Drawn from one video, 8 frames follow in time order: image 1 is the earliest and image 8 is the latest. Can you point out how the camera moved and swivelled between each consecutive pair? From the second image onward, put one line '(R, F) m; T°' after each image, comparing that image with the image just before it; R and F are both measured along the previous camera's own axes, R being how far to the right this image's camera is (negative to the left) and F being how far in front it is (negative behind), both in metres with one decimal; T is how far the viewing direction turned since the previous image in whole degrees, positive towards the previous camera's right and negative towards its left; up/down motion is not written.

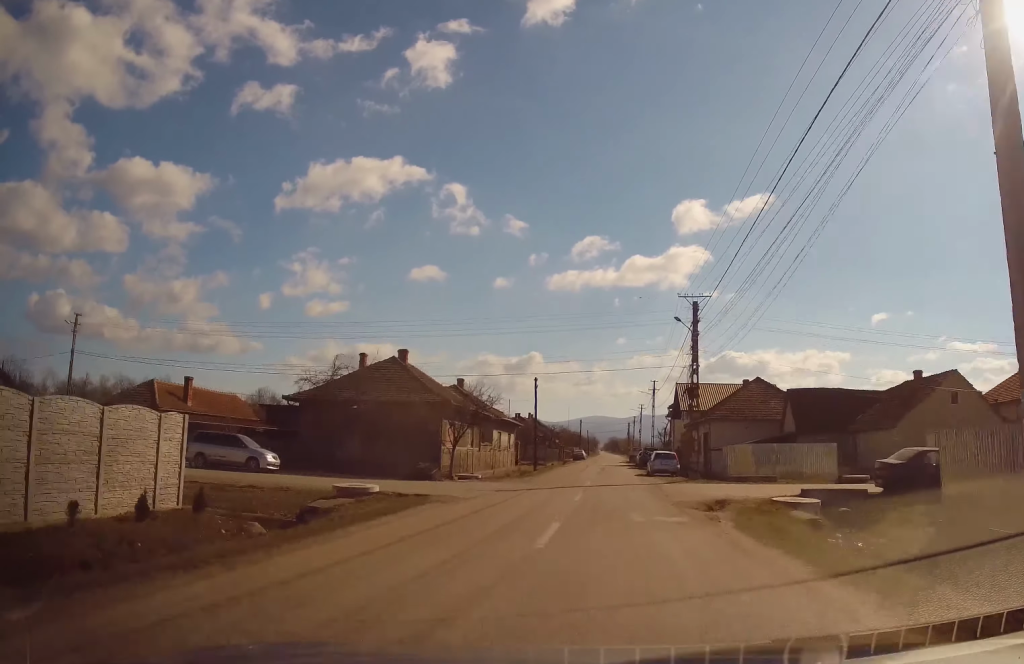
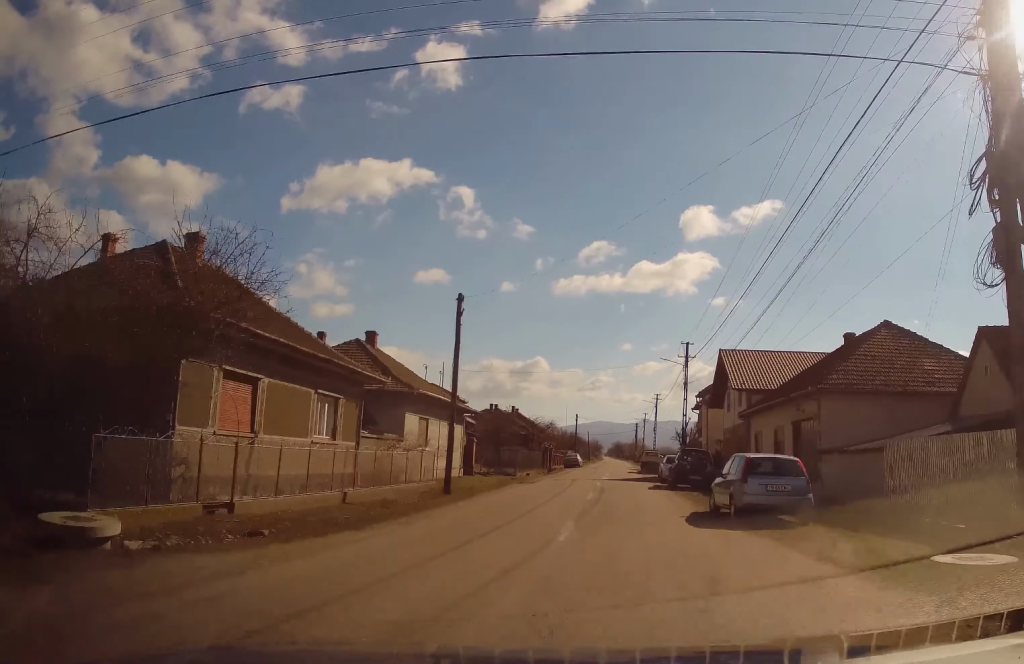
(-0.1, +25.9) m; +1°
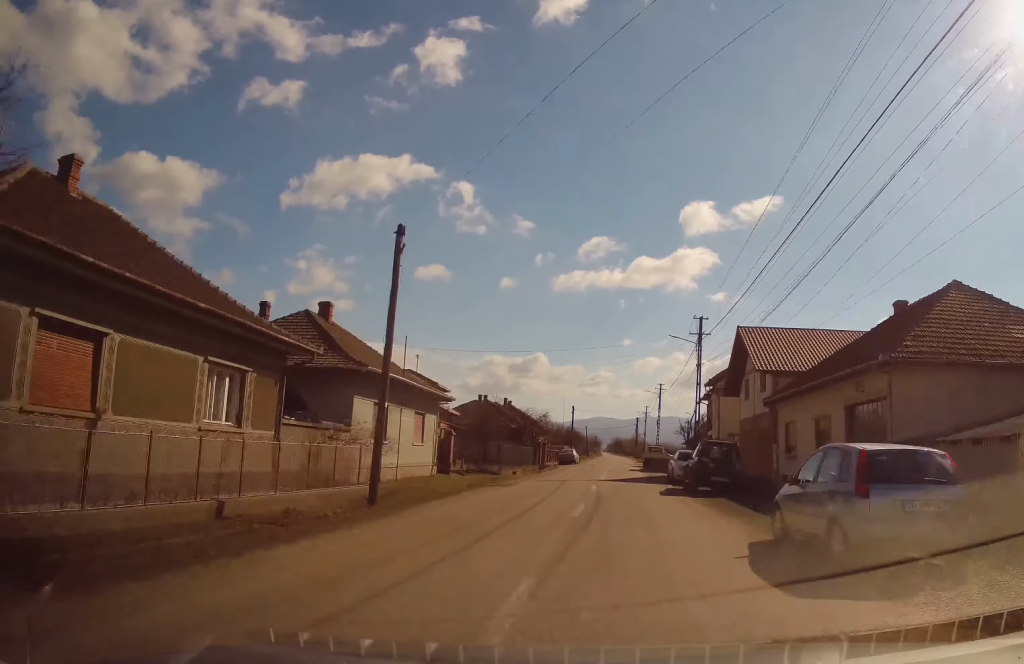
(0.0, +6.7) m; 0°
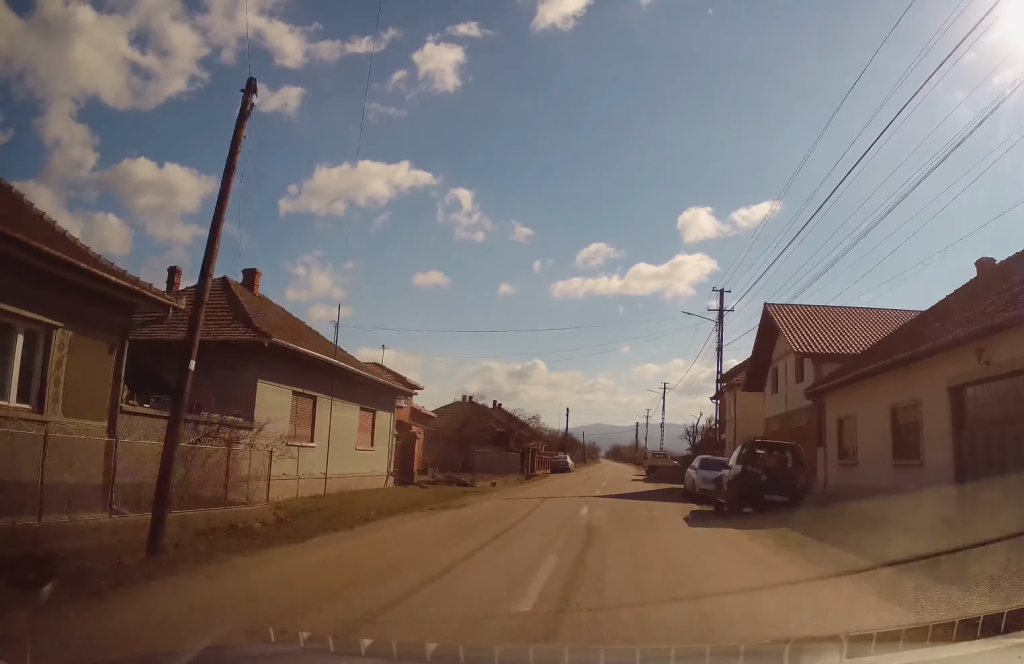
(0.0, +7.3) m; 0°
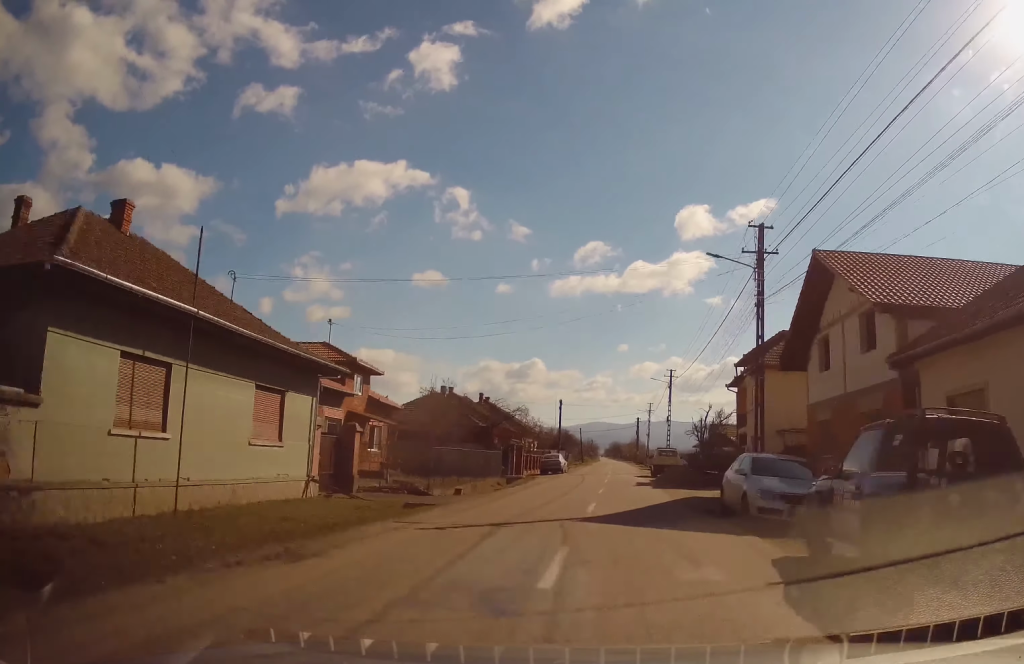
(0.0, +8.0) m; 0°
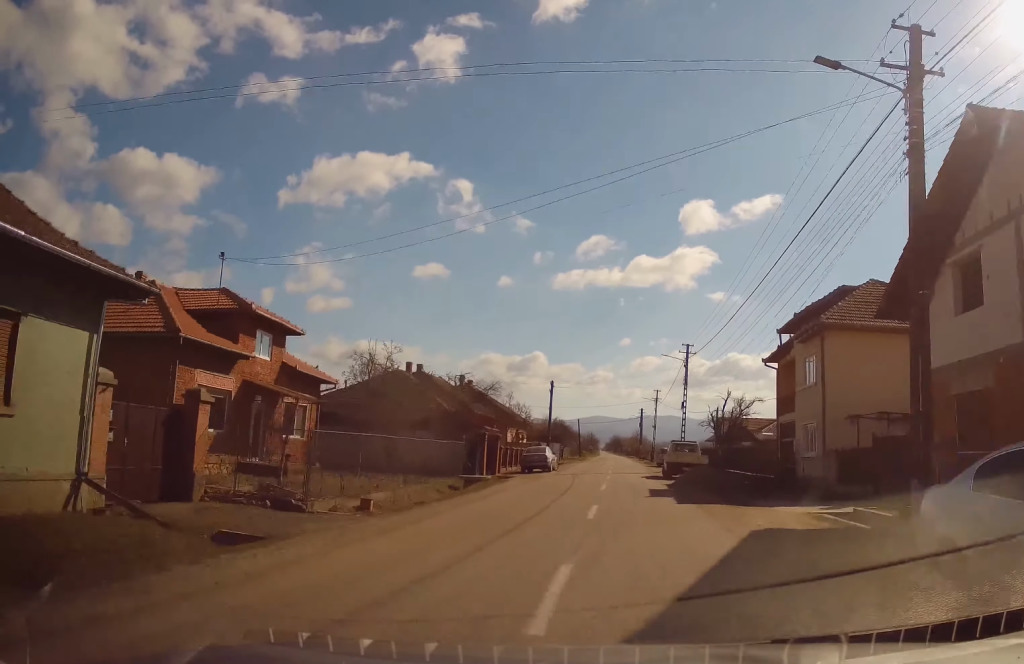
(0.0, +10.4) m; -1°
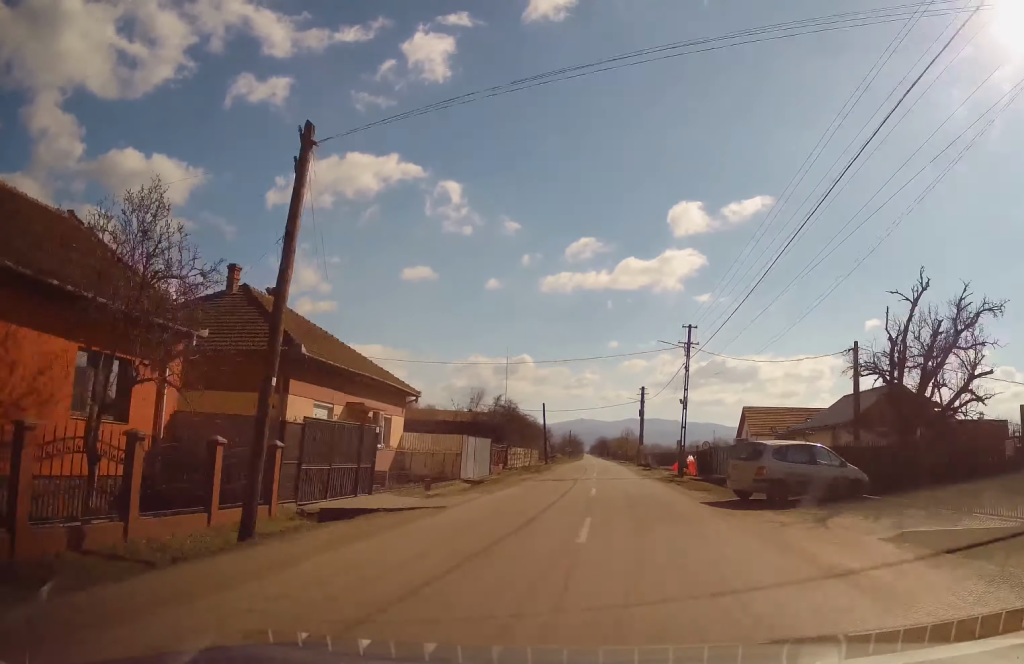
(0.0, +39.5) m; +1°
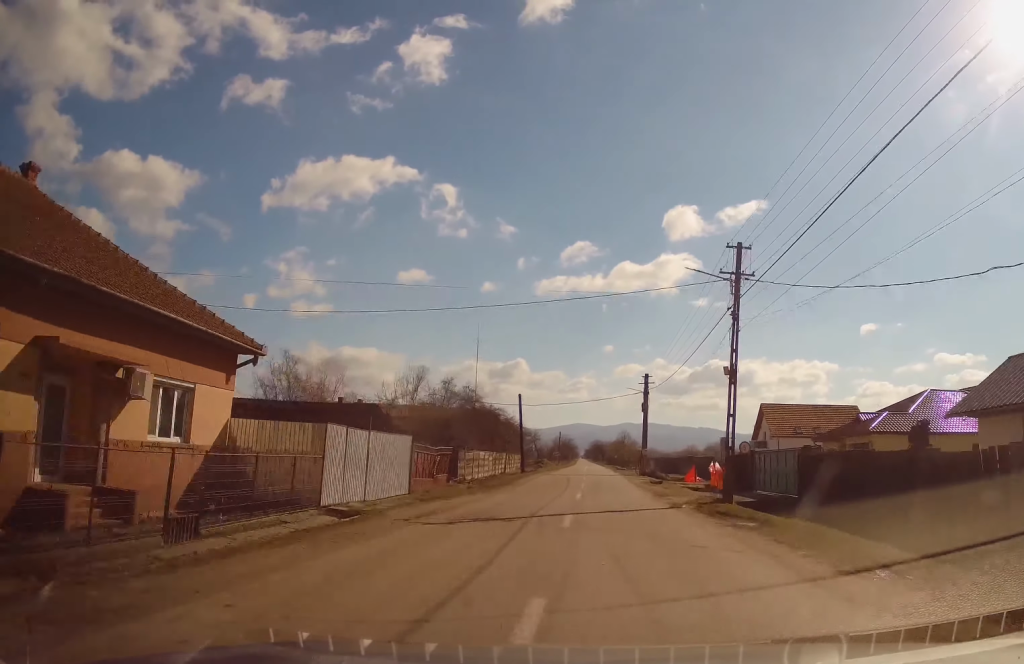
(0.0, +15.2) m; 0°
